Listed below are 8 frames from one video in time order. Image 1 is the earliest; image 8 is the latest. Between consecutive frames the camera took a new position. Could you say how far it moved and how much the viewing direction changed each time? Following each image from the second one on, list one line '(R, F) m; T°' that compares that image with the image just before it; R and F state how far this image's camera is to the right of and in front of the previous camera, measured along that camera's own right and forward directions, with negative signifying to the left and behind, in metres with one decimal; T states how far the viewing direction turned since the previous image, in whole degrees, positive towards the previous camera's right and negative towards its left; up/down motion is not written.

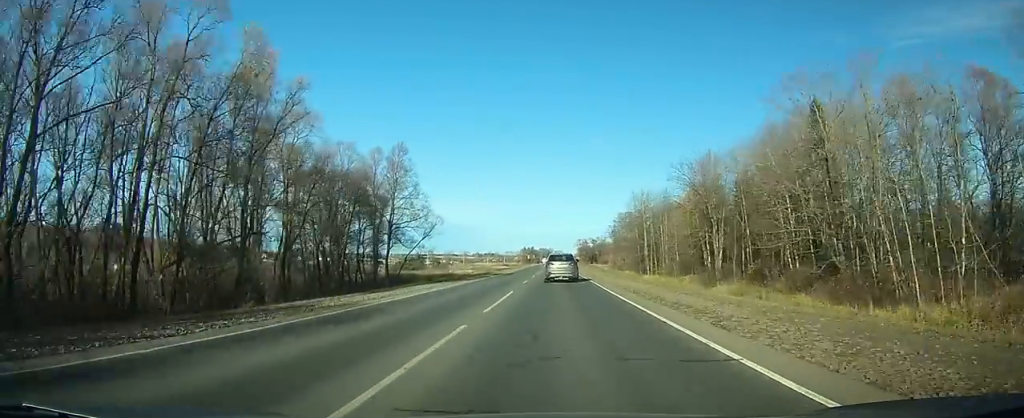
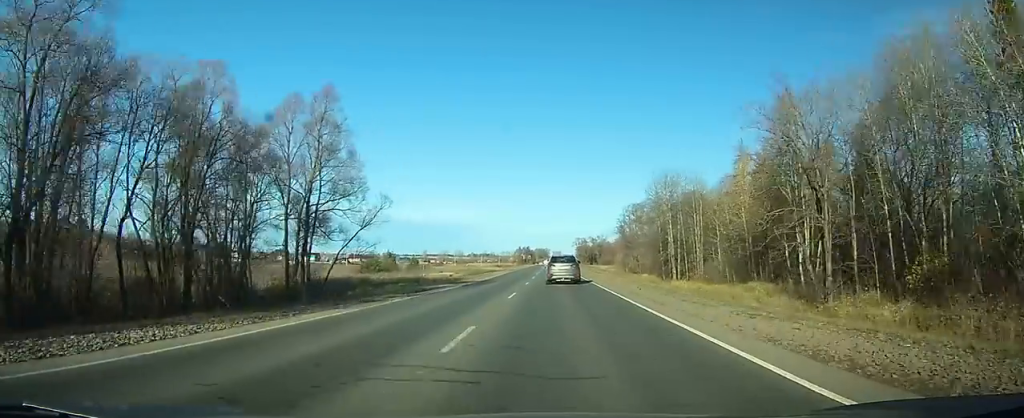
(0.0, +23.9) m; 0°
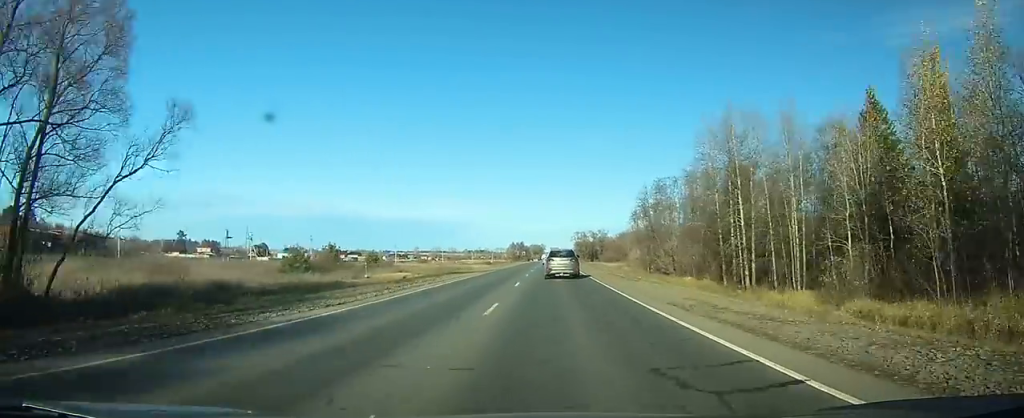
(-0.2, +30.7) m; 0°
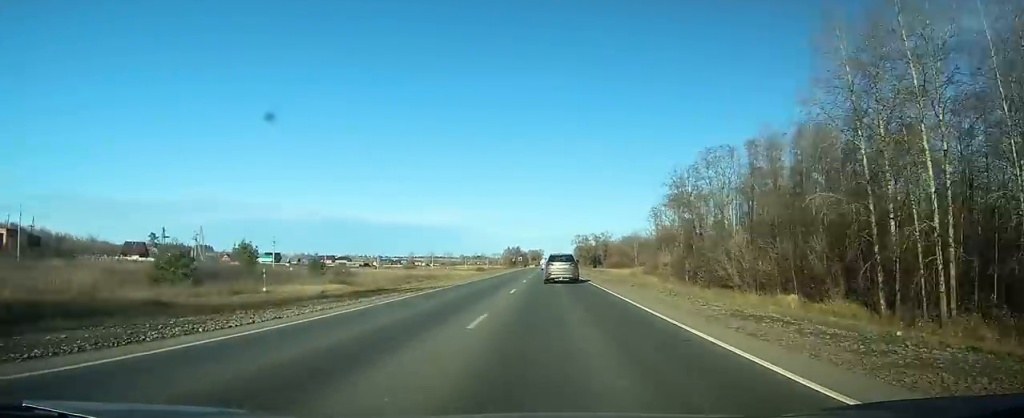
(0.0, +26.1) m; 0°
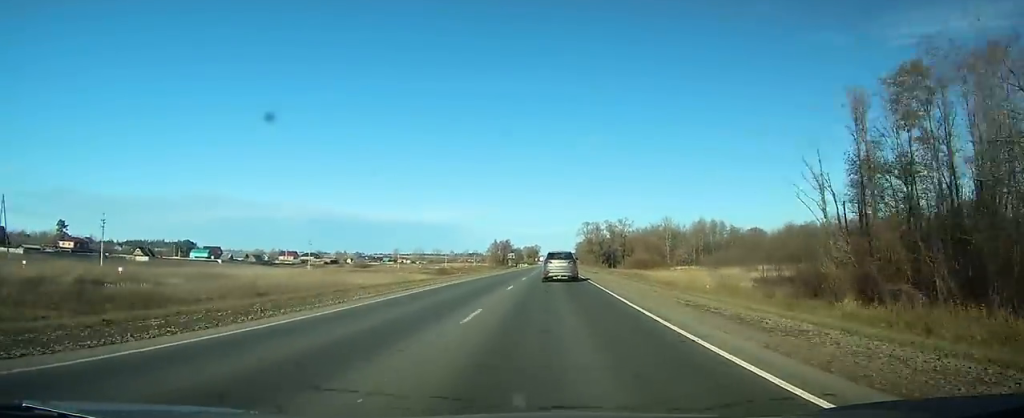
(+0.5, +70.8) m; +1°
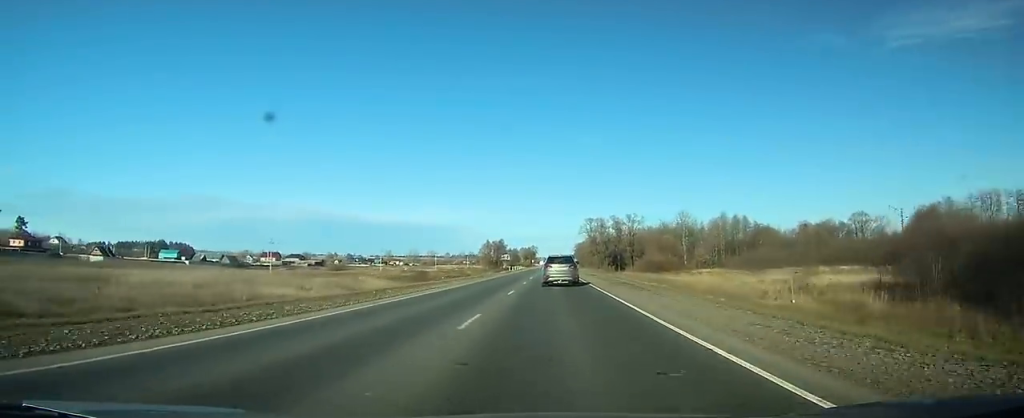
(0.0, +24.9) m; 0°
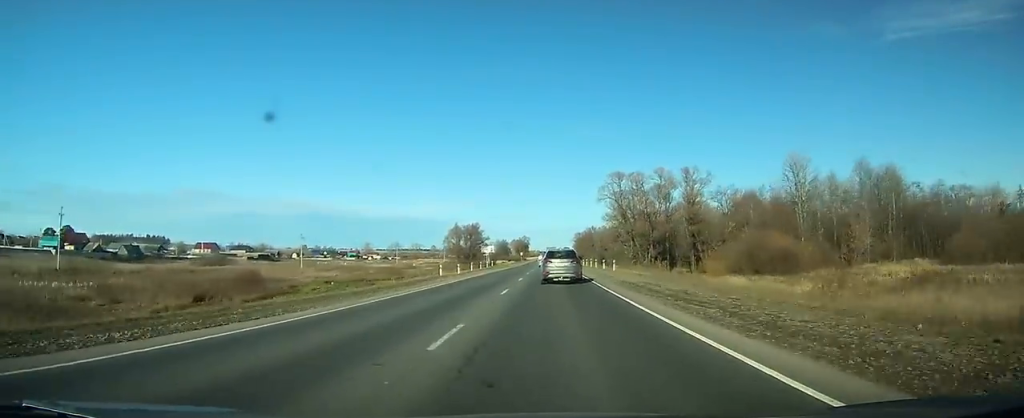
(+0.4, +74.6) m; +1°
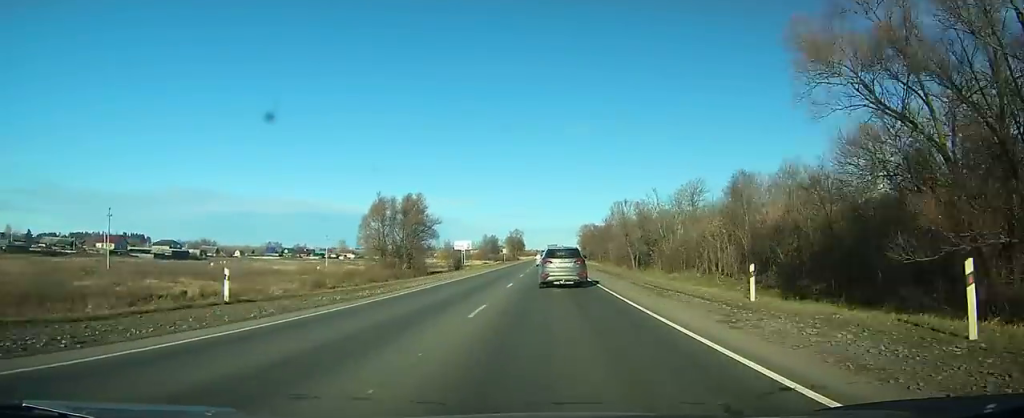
(+0.4, +80.1) m; 0°
